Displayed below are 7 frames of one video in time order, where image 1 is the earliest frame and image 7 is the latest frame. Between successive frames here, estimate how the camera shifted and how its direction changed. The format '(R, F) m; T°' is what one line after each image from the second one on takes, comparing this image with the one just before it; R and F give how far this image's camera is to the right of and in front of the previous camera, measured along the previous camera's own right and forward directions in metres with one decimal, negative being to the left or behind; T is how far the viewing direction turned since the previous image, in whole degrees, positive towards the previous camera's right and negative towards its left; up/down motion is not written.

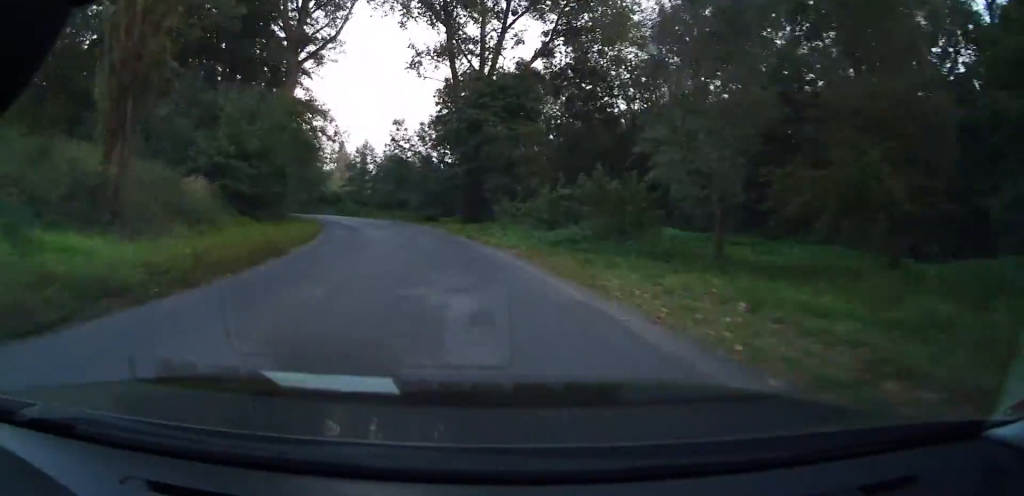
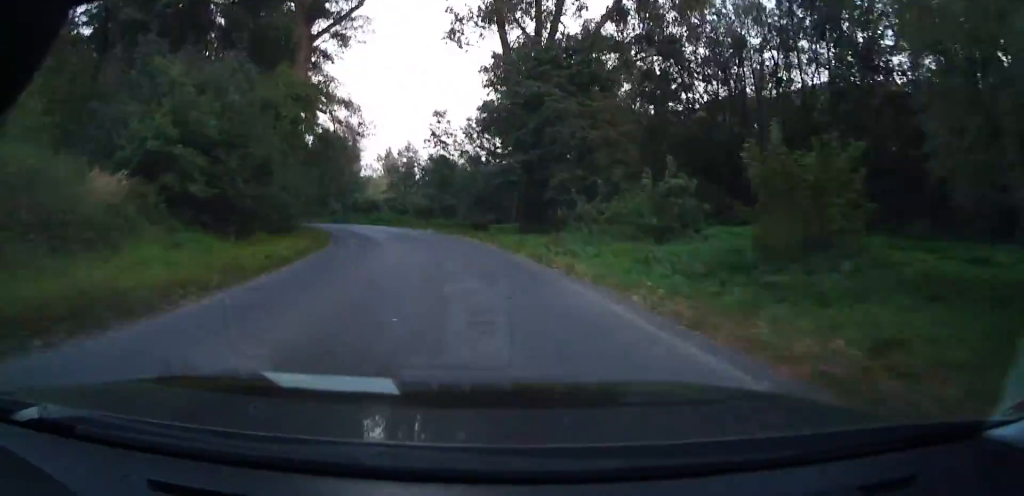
(-0.4, +9.0) m; -4°
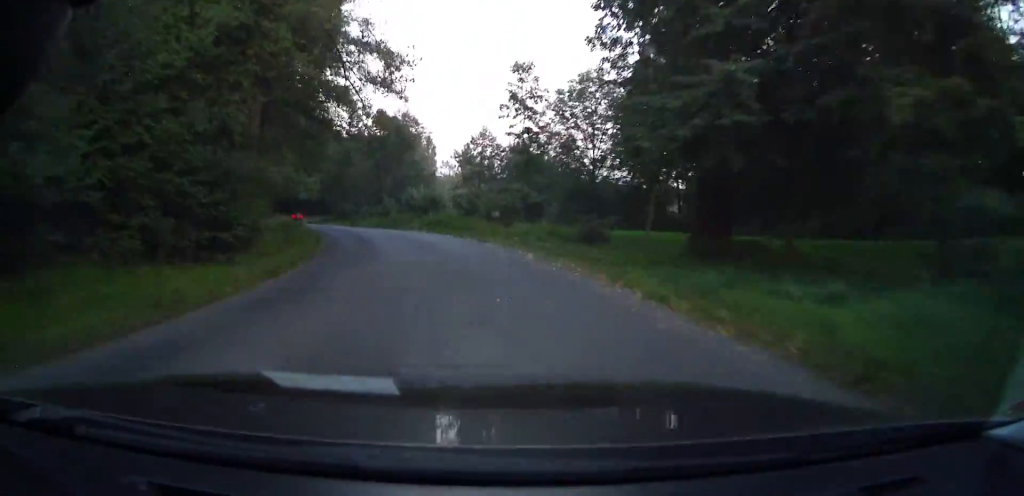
(-0.4, +16.4) m; -9°
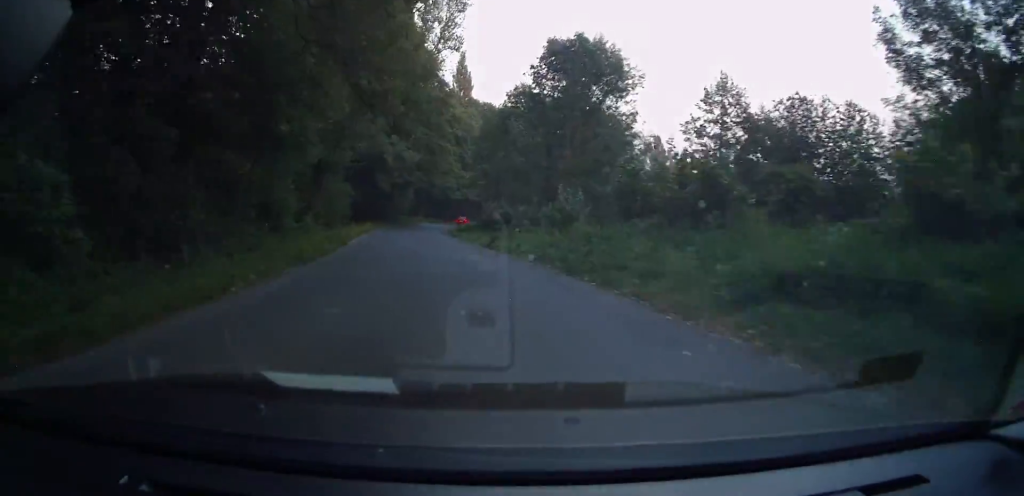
(-4.1, +31.1) m; -12°
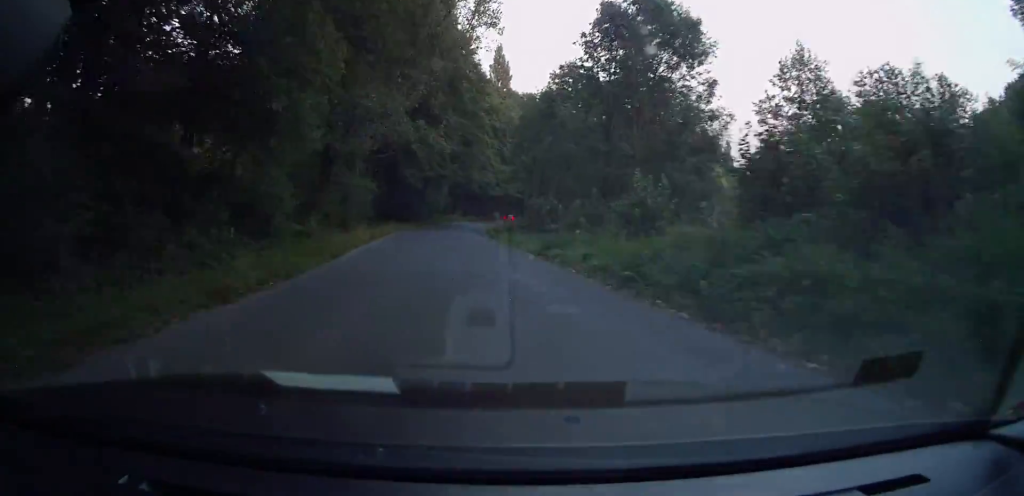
(-0.4, +7.2) m; -3°
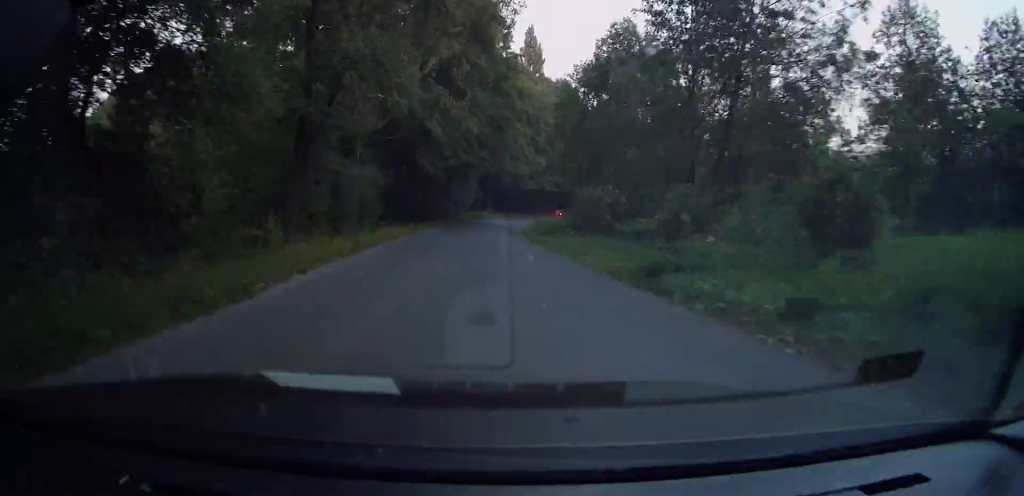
(-0.2, +9.7) m; -5°
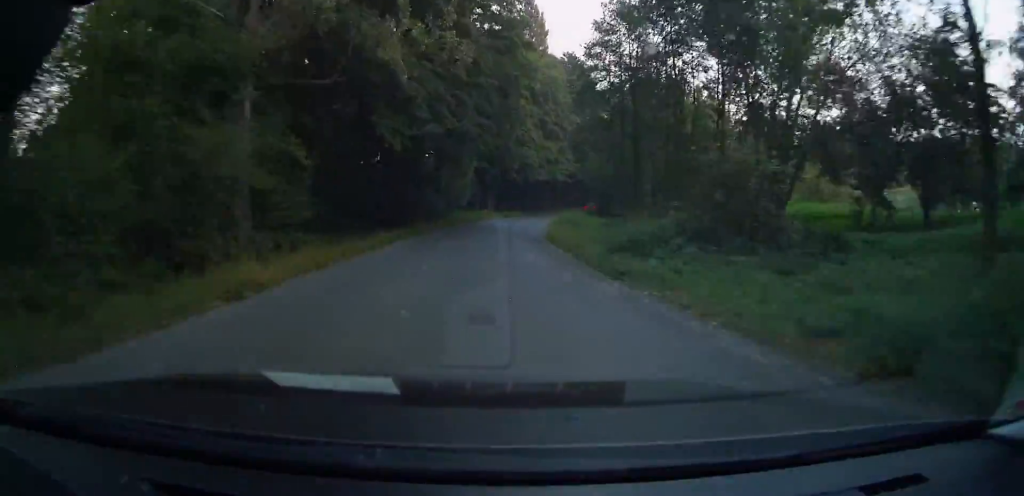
(-1.2, +16.2) m; -1°
